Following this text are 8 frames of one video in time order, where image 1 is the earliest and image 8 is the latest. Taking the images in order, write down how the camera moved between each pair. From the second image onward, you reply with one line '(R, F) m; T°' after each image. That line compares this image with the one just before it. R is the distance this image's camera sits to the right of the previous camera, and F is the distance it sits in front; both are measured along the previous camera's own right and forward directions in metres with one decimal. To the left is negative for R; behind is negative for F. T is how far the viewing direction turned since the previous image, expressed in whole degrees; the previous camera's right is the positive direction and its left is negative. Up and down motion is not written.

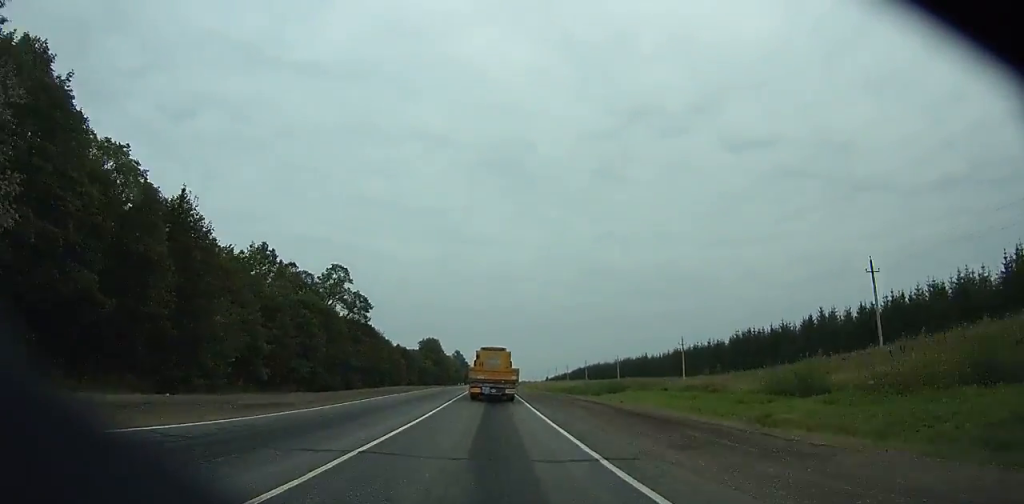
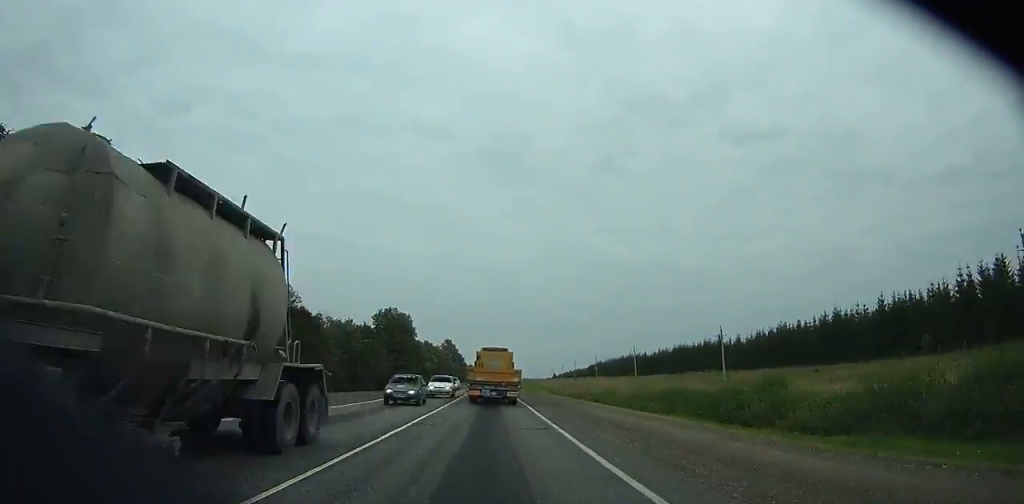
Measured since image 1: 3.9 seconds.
(+0.3, +74.4) m; 0°
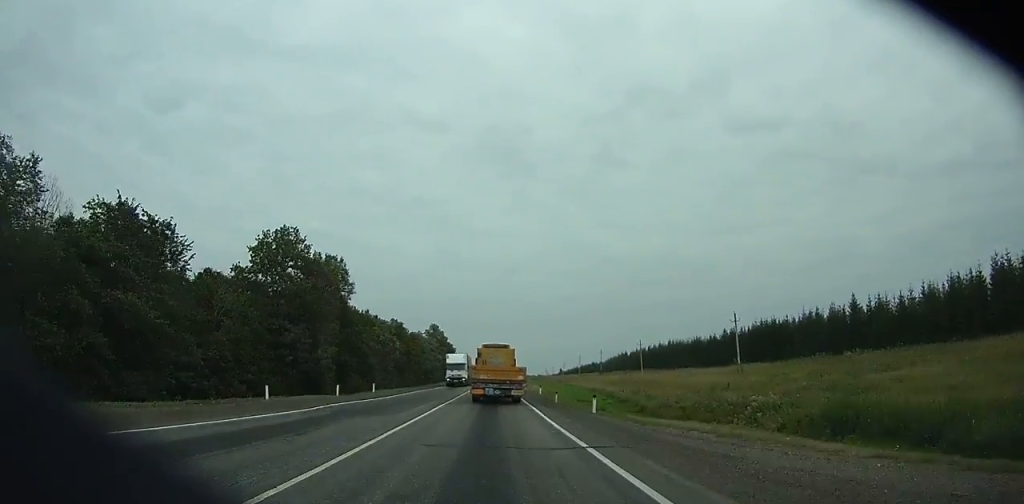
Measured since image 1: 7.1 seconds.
(-0.4, +61.1) m; -1°
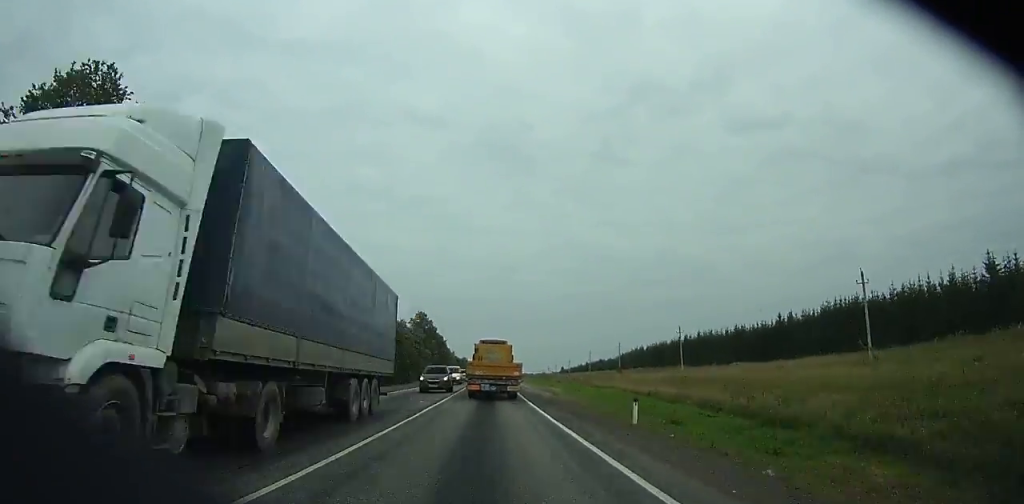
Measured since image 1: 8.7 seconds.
(-0.2, +31.0) m; 0°
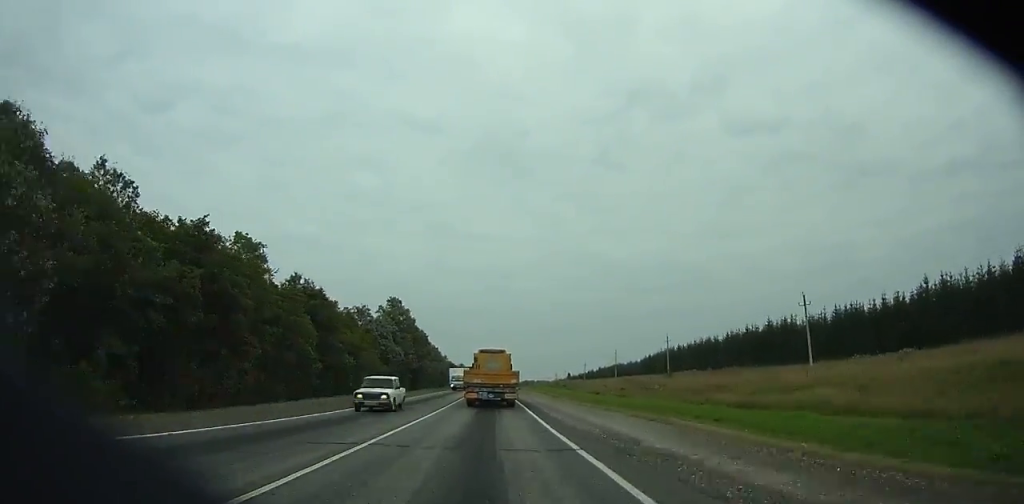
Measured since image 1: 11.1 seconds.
(-0.1, +46.8) m; 0°
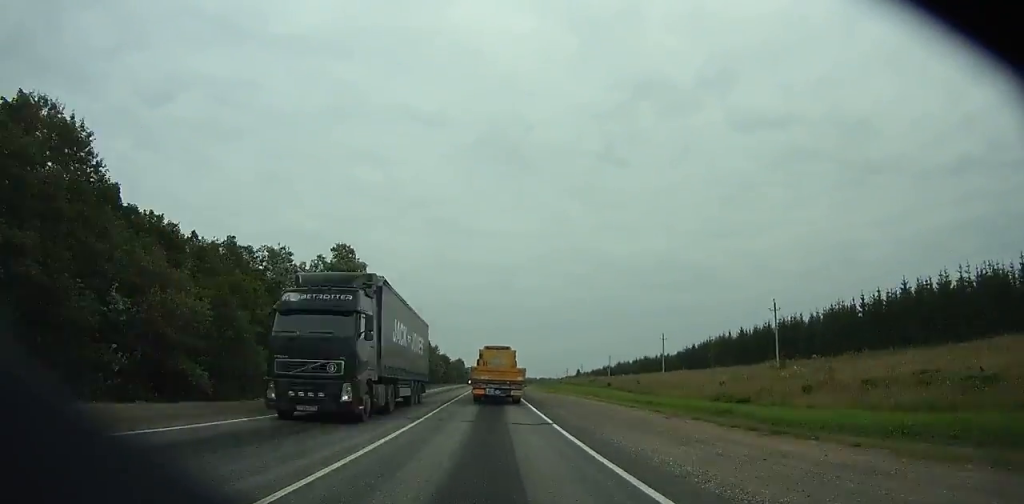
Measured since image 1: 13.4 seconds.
(-0.1, +45.3) m; 0°
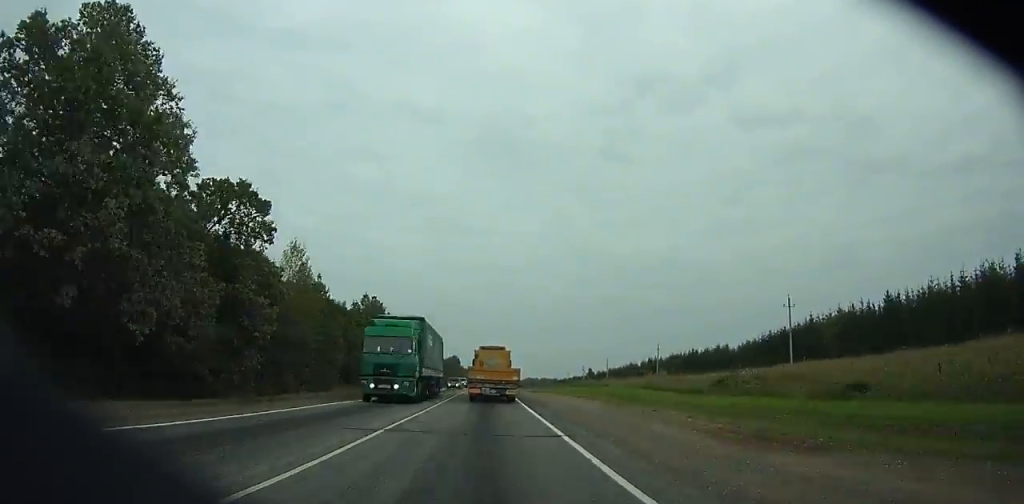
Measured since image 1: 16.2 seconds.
(+0.3, +55.8) m; +1°
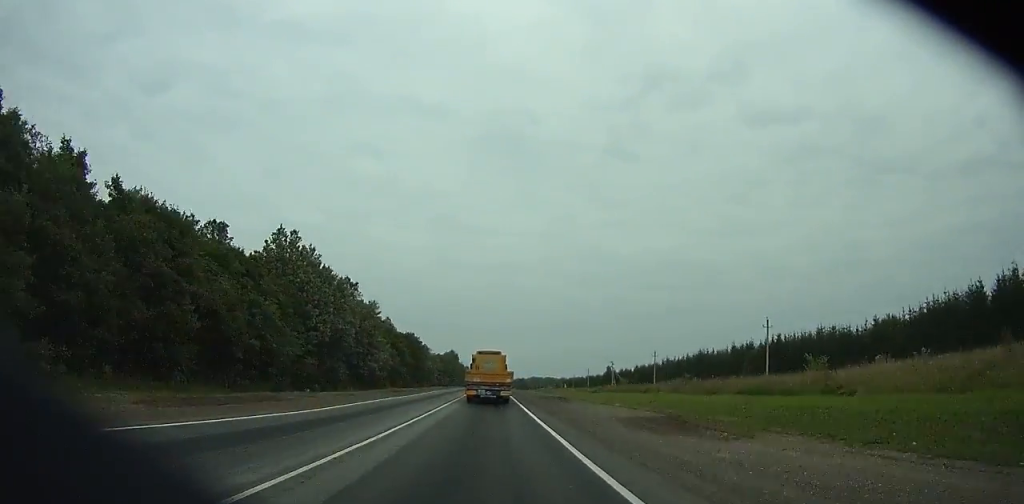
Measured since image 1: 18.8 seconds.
(+0.4, +52.3) m; 0°
